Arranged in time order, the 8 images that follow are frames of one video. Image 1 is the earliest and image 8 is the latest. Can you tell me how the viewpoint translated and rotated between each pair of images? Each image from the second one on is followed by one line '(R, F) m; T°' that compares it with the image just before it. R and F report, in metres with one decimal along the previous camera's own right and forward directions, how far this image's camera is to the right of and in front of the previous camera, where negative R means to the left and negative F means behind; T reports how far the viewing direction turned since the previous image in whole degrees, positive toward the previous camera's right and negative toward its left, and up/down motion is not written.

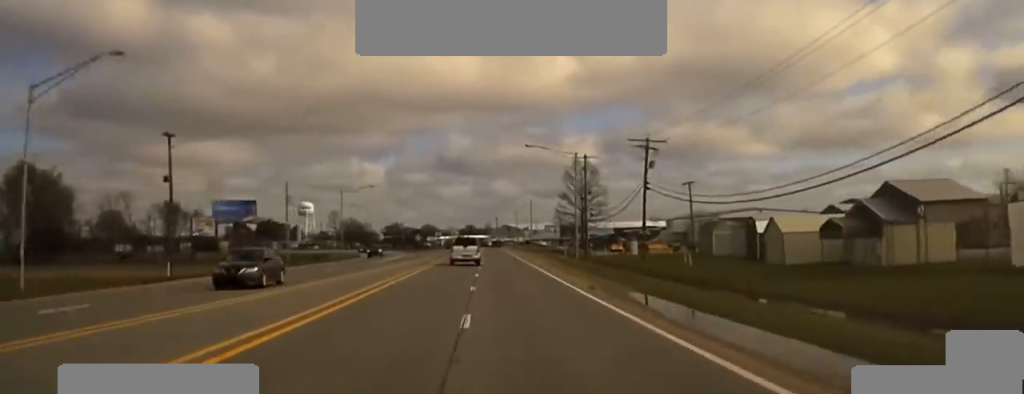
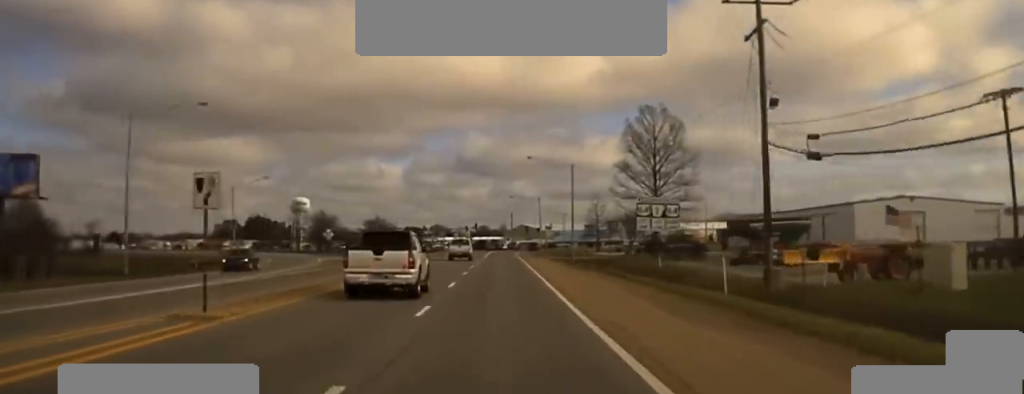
(-0.9, +74.2) m; -2°
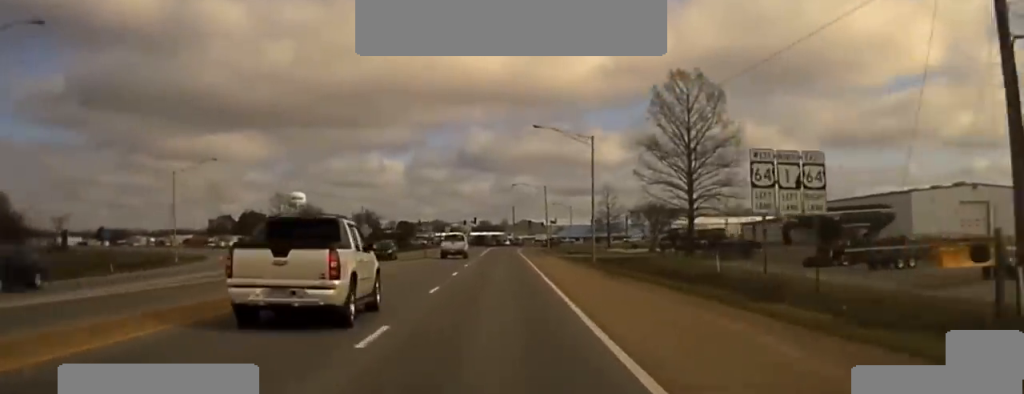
(-0.1, +18.9) m; 0°
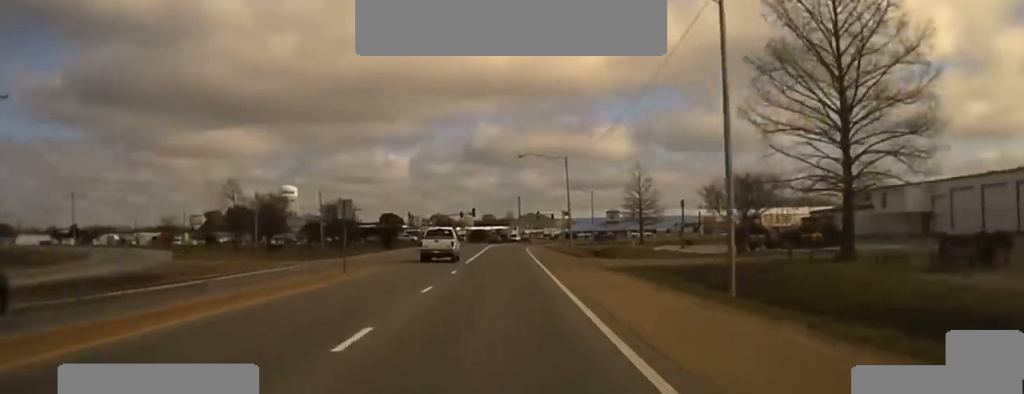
(-0.2, +37.1) m; 0°
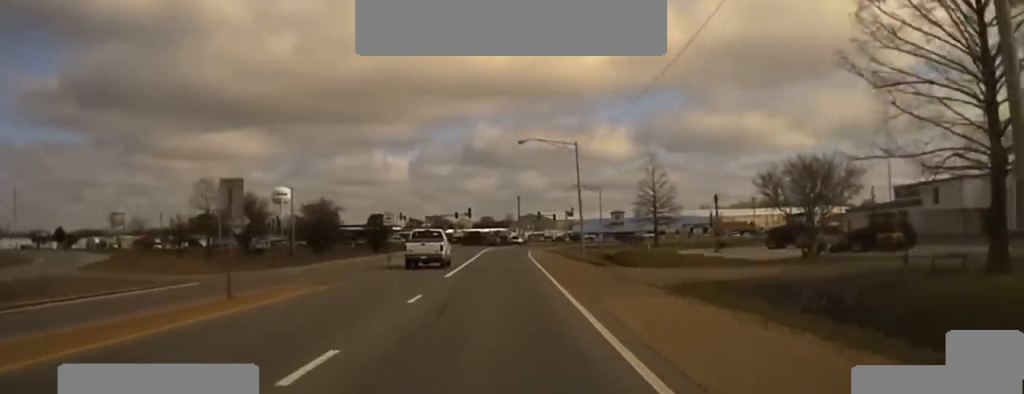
(0.0, +14.1) m; 0°
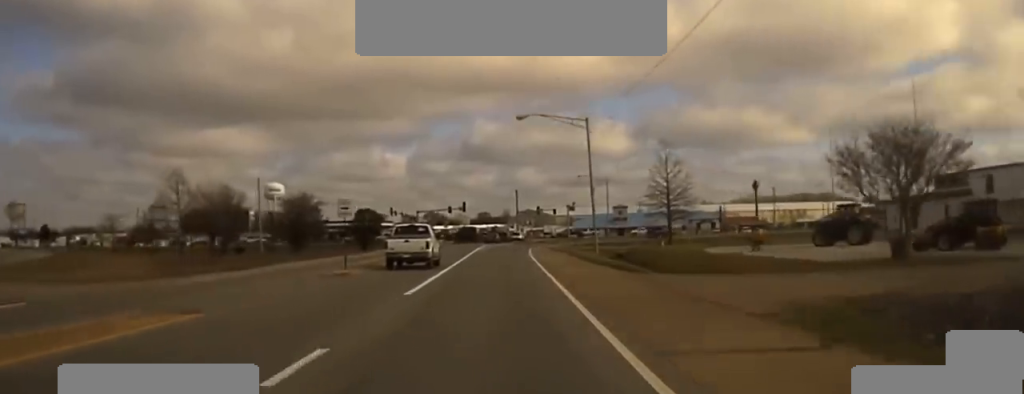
(0.0, +11.4) m; 0°
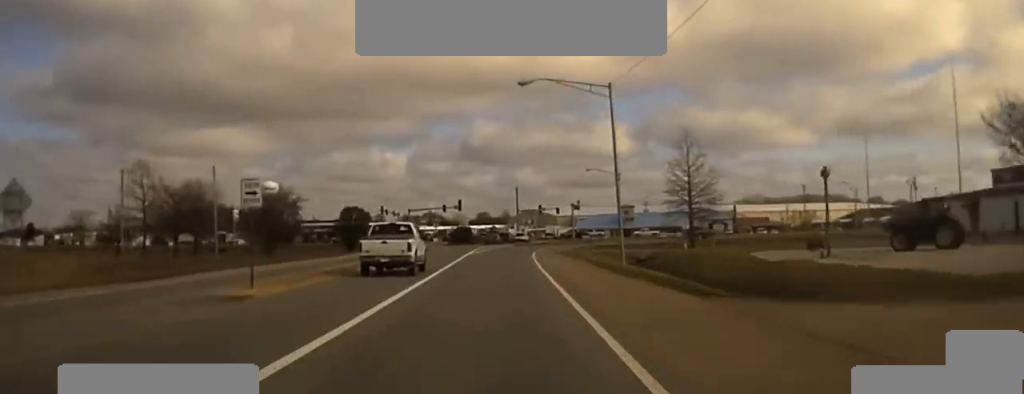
(0.0, +12.4) m; 0°
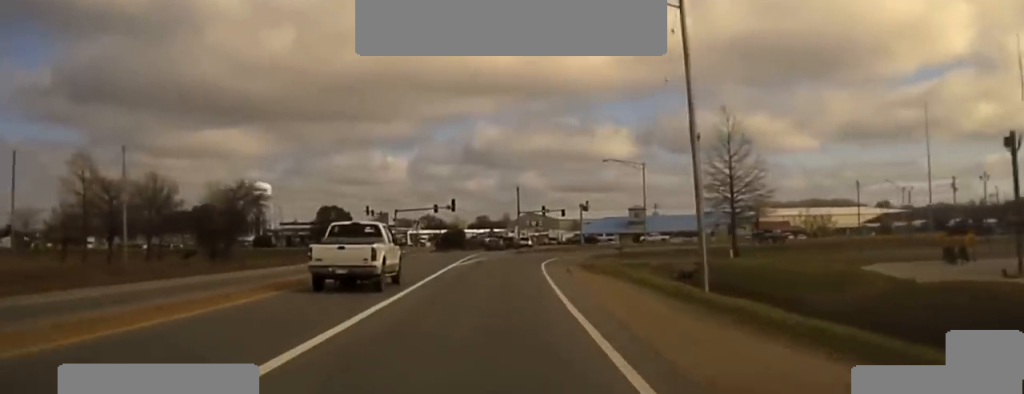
(0.0, +16.5) m; +1°
